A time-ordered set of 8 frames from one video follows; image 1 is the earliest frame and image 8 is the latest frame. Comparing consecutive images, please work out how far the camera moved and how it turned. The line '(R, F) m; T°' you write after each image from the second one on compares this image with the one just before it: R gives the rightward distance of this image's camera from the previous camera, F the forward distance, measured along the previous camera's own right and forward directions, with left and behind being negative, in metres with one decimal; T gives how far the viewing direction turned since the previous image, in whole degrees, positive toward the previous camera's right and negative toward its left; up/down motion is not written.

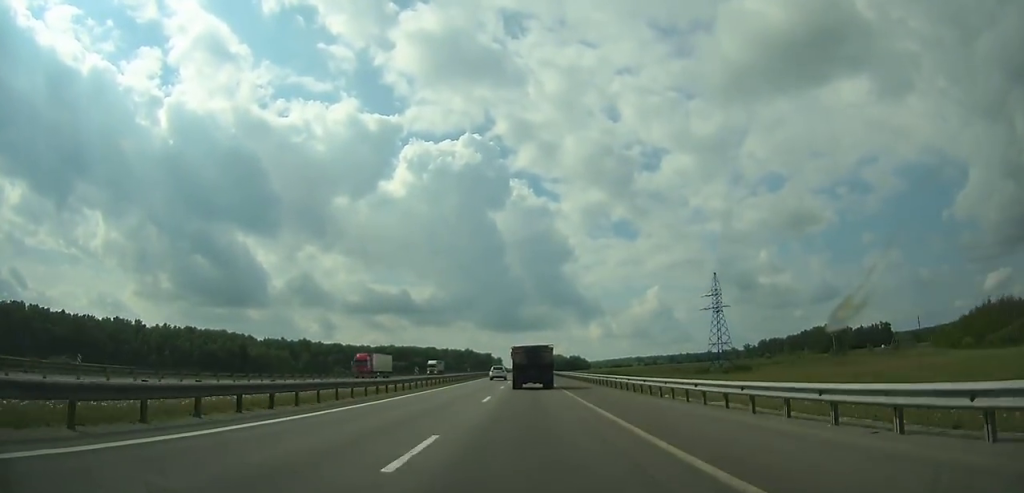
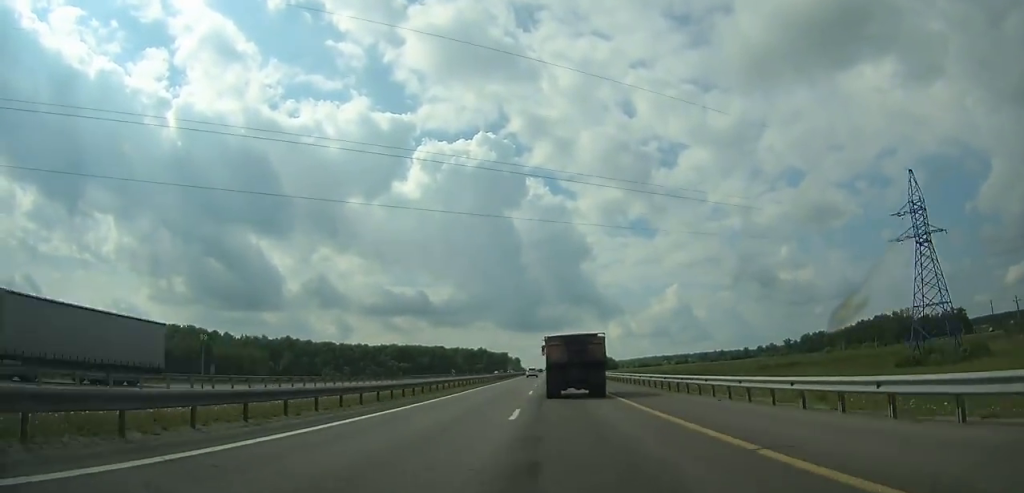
(-0.9, +73.1) m; -1°
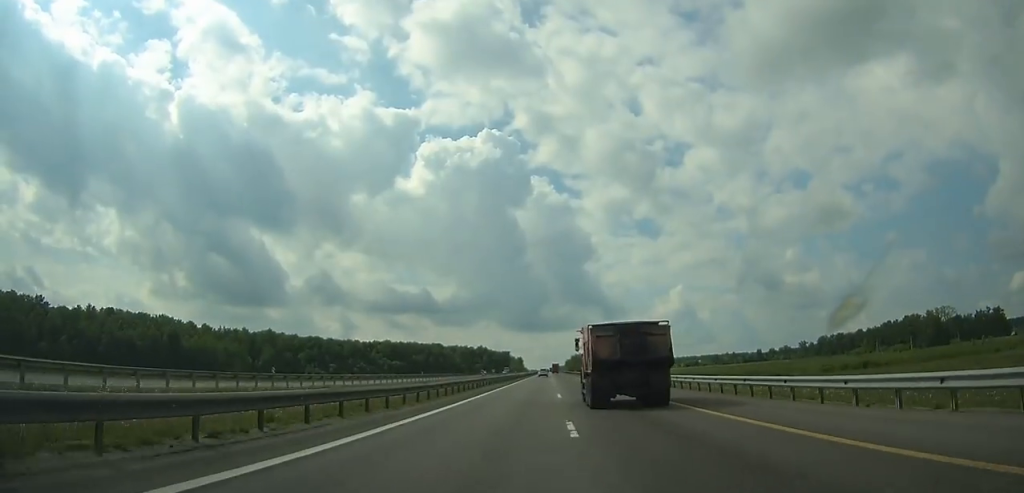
(-0.4, +35.9) m; 0°
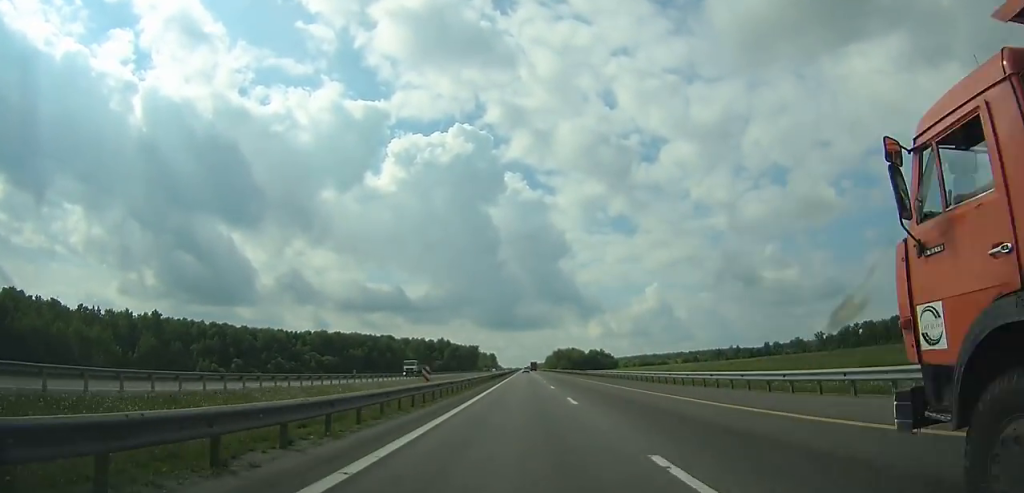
(+1.8, +102.8) m; +2°
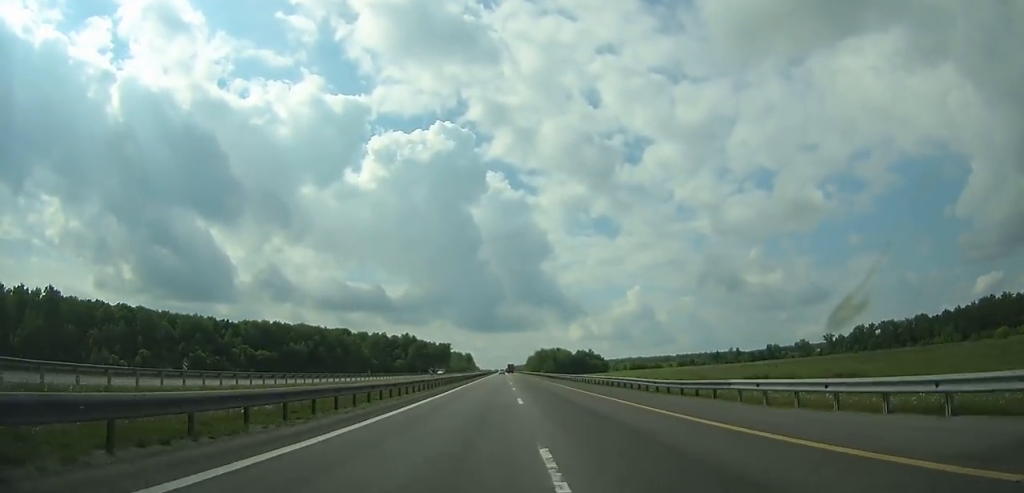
(+0.6, +61.9) m; +1°
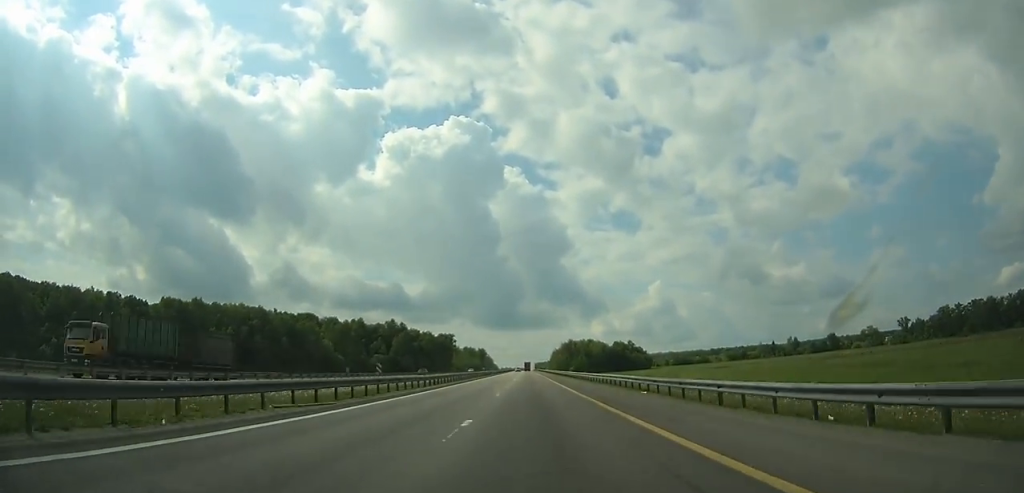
(-0.1, +92.4) m; -1°
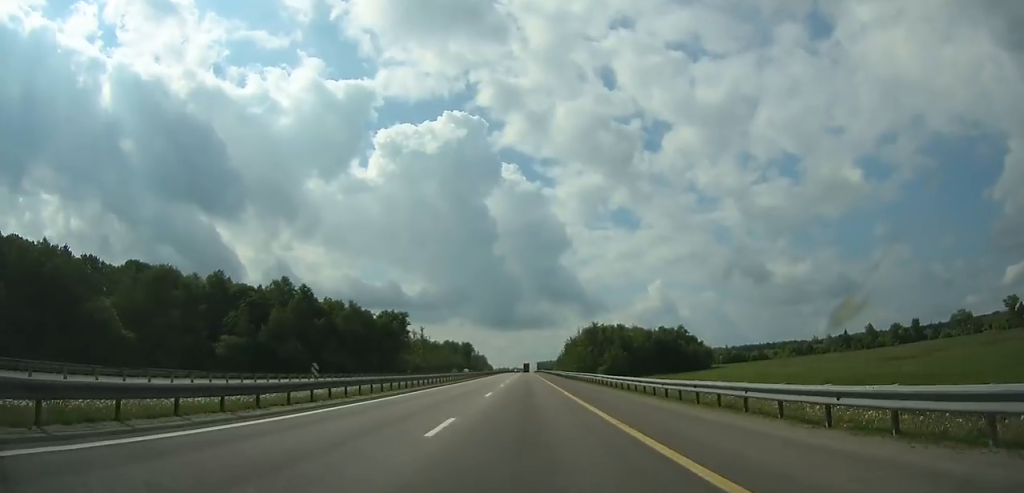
(-0.8, +128.4) m; -1°
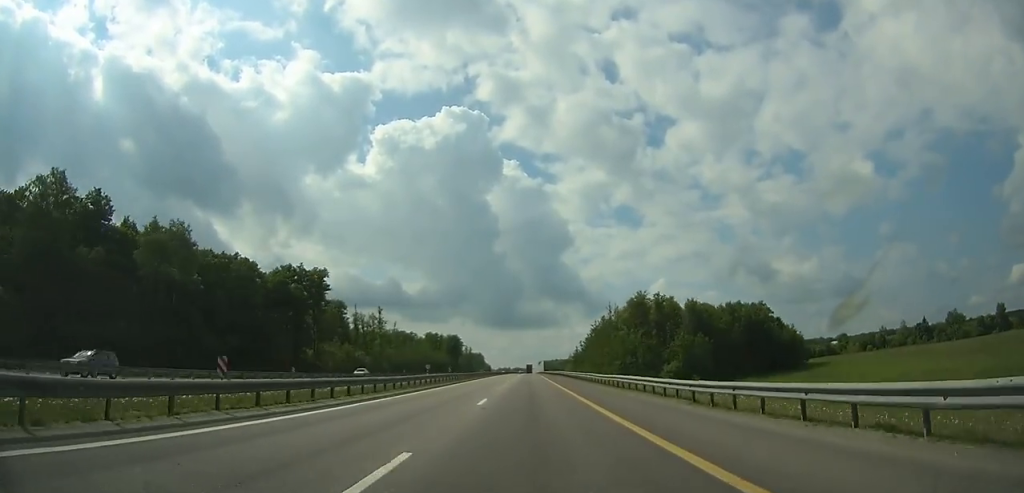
(-0.1, +86.2) m; 0°
